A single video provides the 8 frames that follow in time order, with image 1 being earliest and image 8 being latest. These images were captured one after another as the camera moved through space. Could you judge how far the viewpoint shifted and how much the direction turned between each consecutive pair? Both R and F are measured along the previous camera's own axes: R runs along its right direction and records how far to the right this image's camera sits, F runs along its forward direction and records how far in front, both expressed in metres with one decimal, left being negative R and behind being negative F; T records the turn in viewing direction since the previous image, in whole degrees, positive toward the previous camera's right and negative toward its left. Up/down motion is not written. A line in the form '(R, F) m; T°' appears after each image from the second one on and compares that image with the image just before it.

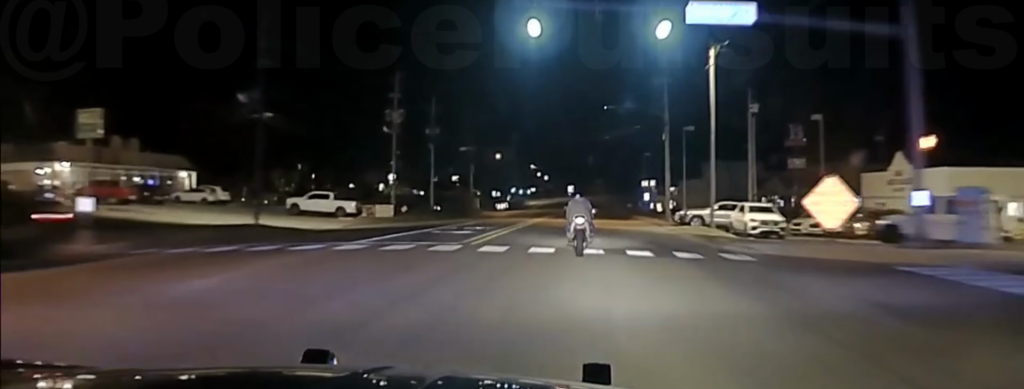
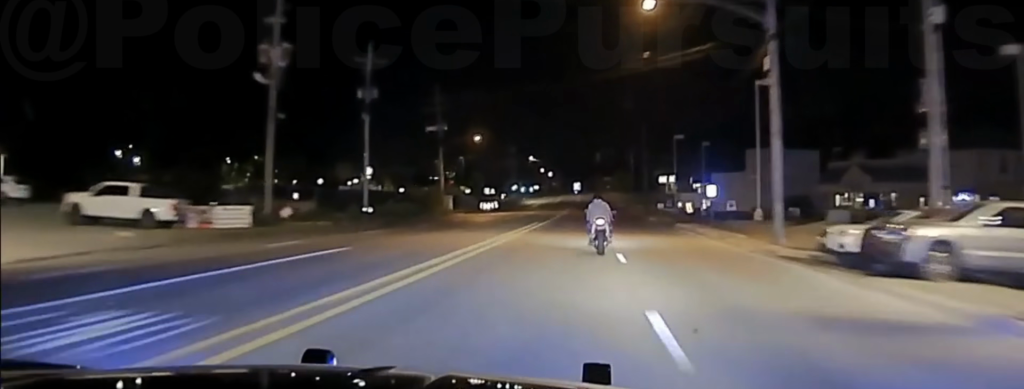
(-0.2, +30.3) m; -1°
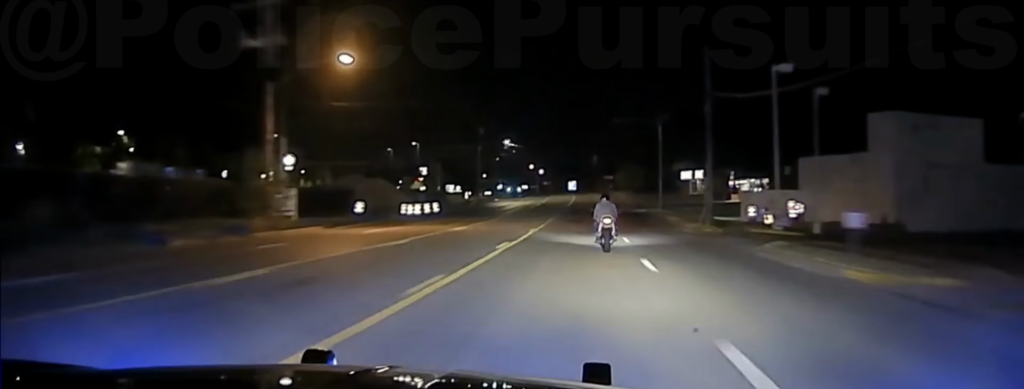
(-0.1, +42.7) m; +1°
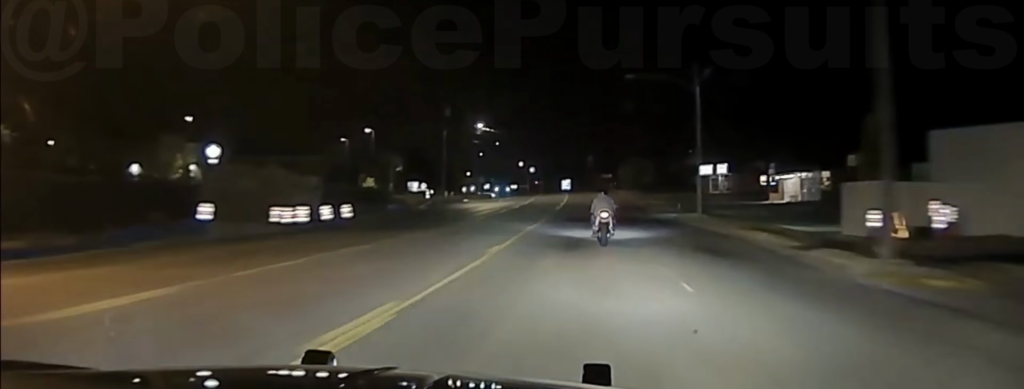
(+0.3, +27.9) m; +1°
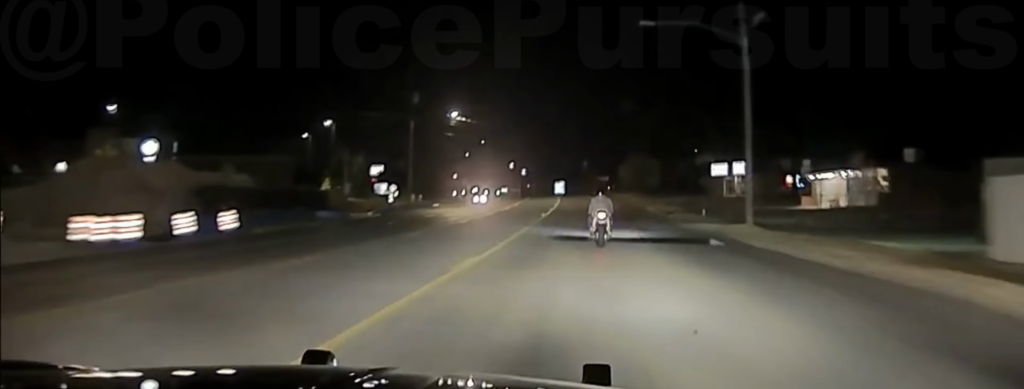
(+0.1, +15.8) m; 0°
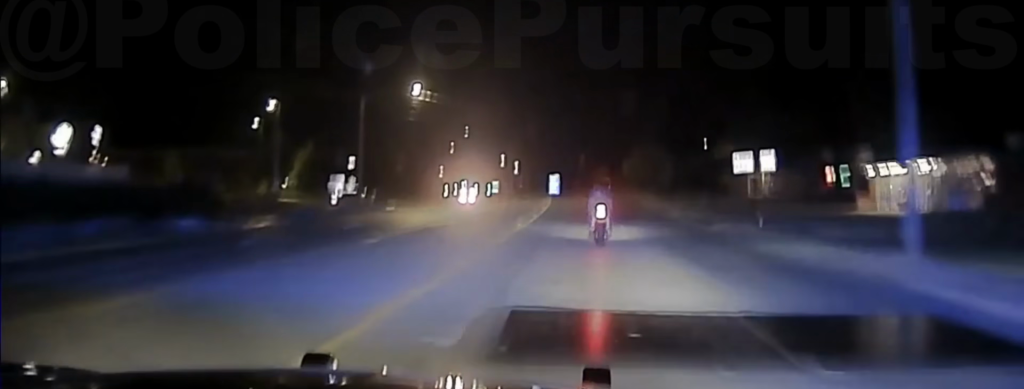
(+0.1, +18.3) m; 0°
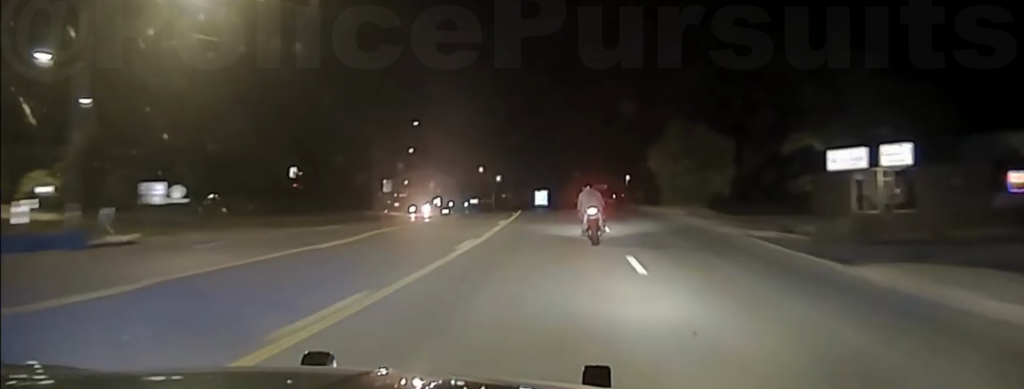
(-0.4, +41.5) m; -1°
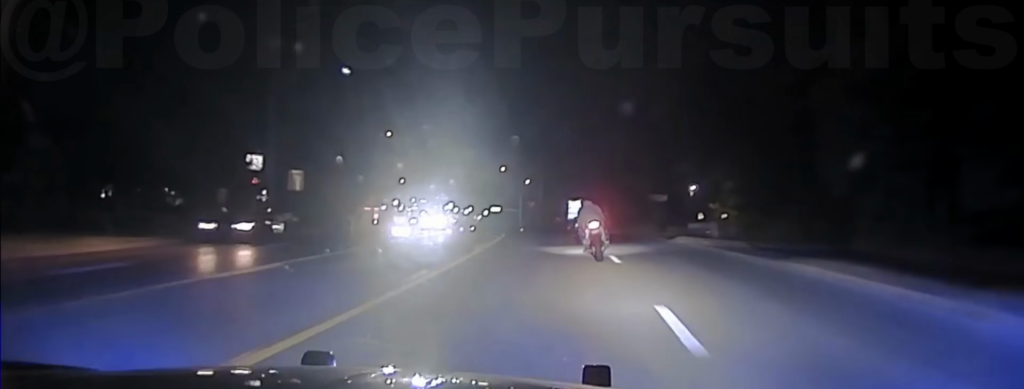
(-0.3, +49.3) m; -2°
